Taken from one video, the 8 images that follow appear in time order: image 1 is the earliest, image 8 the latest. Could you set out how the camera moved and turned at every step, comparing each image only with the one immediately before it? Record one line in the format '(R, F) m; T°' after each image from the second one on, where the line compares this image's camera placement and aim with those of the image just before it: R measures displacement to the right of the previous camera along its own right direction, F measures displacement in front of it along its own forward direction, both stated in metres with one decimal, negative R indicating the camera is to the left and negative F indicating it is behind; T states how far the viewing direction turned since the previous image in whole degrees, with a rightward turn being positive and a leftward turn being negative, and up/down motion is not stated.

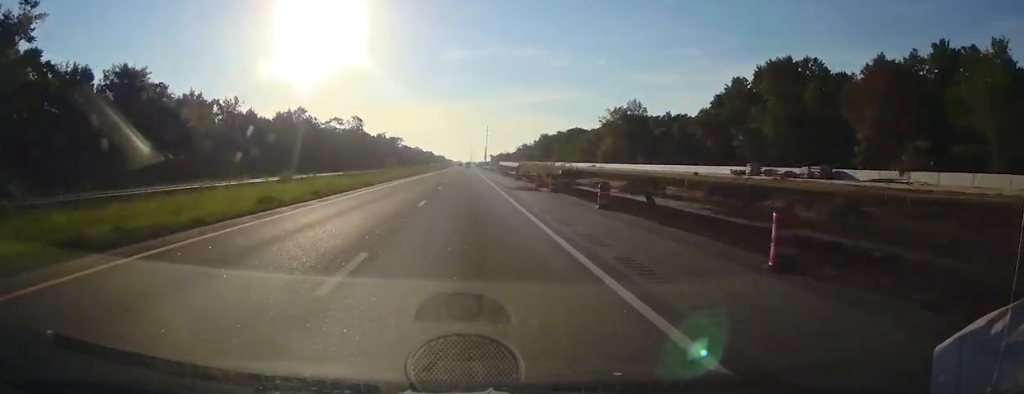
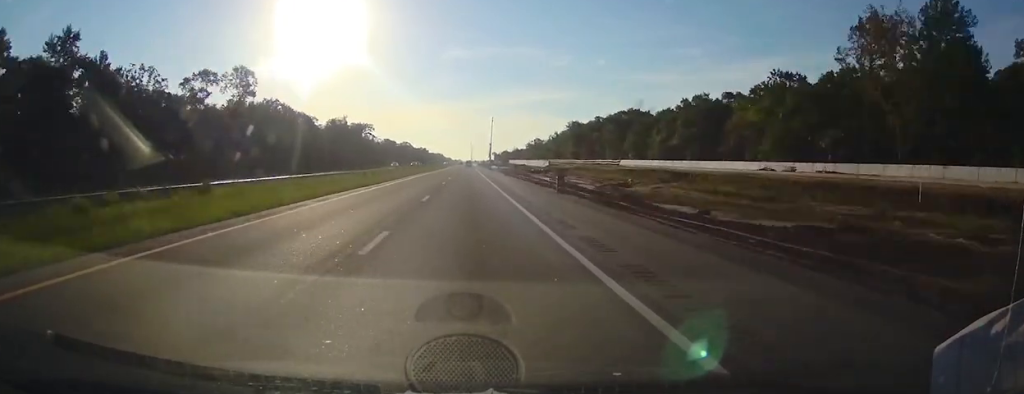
(-0.3, +91.7) m; 0°
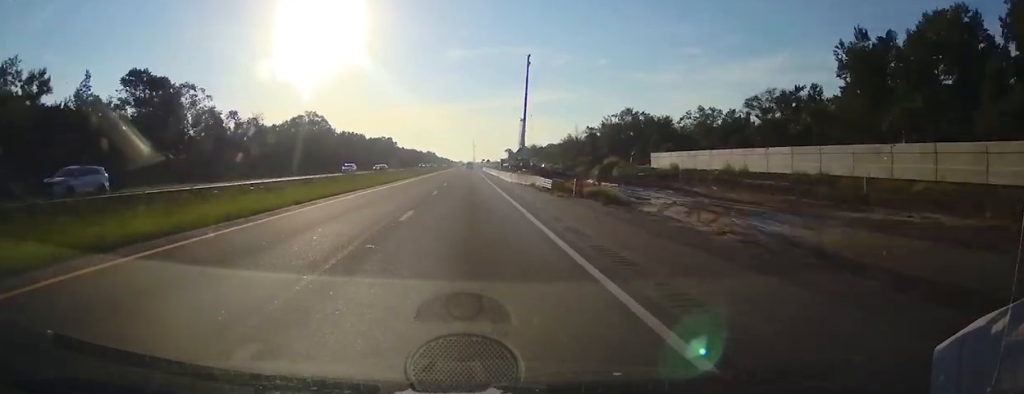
(+1.0, +239.3) m; 0°
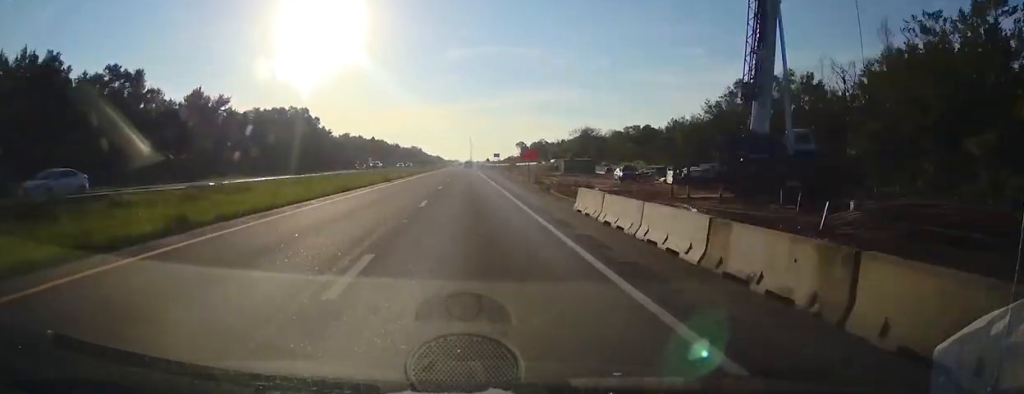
(0.0, +143.7) m; 0°
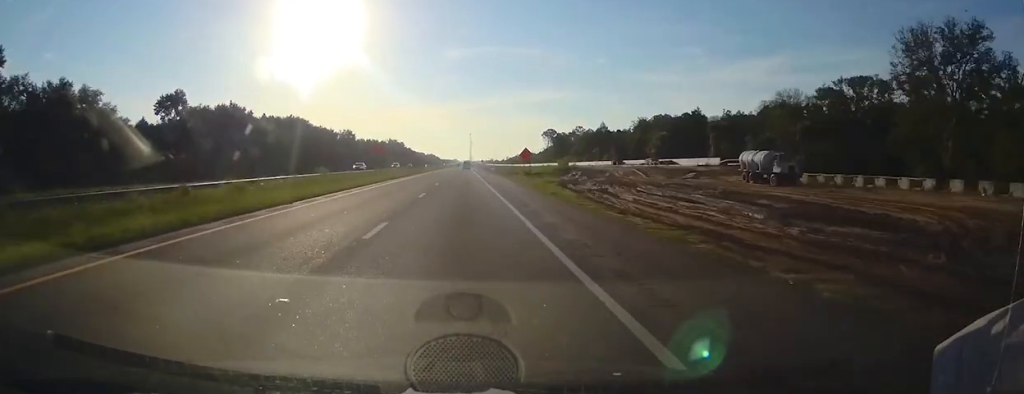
(0.0, +130.3) m; 0°
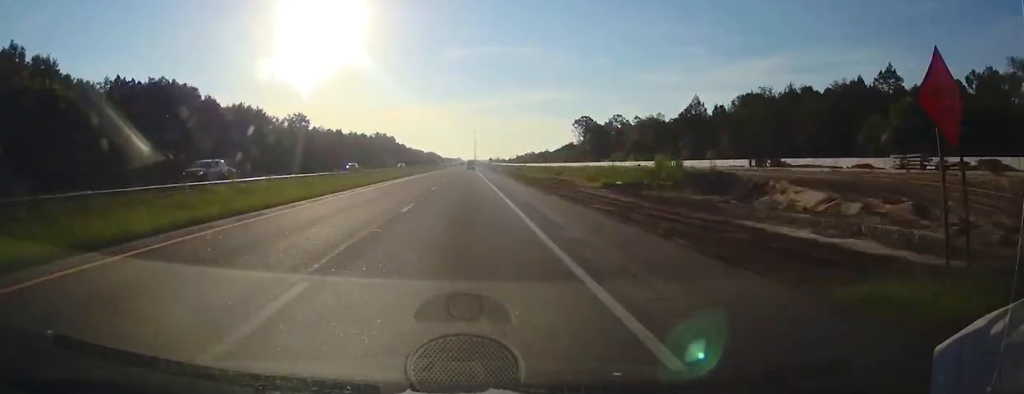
(0.0, +60.2) m; 0°
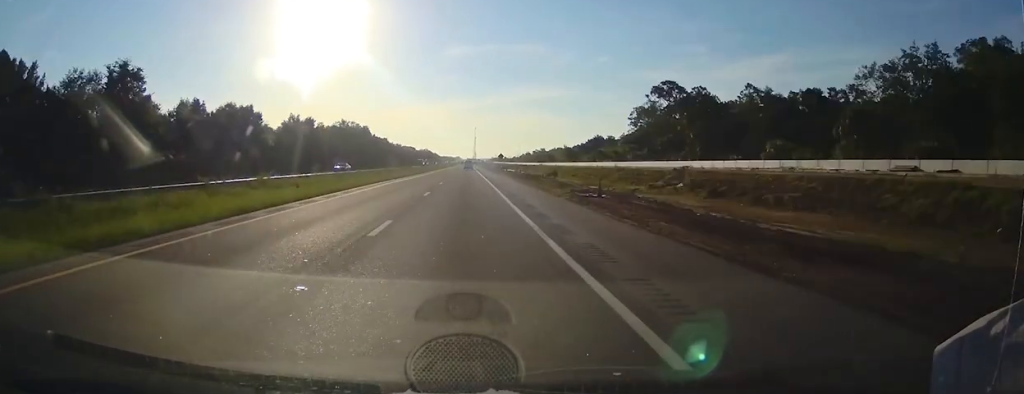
(+0.2, +73.1) m; 0°
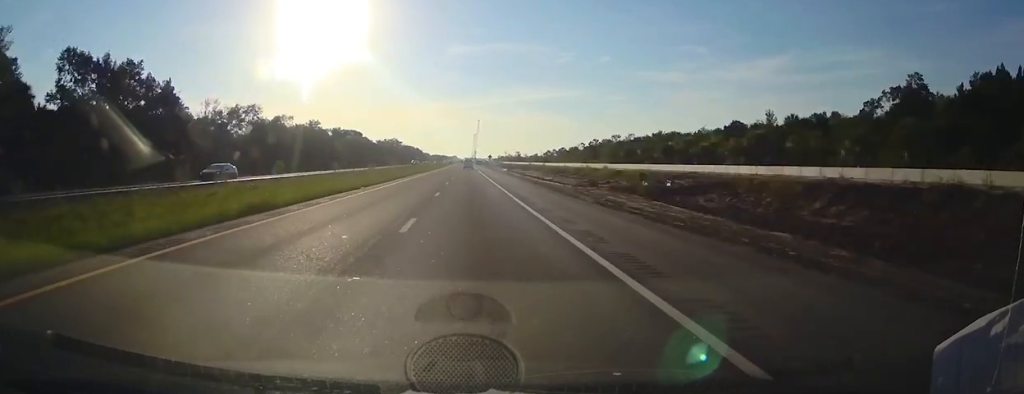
(-0.3, +211.9) m; 0°
